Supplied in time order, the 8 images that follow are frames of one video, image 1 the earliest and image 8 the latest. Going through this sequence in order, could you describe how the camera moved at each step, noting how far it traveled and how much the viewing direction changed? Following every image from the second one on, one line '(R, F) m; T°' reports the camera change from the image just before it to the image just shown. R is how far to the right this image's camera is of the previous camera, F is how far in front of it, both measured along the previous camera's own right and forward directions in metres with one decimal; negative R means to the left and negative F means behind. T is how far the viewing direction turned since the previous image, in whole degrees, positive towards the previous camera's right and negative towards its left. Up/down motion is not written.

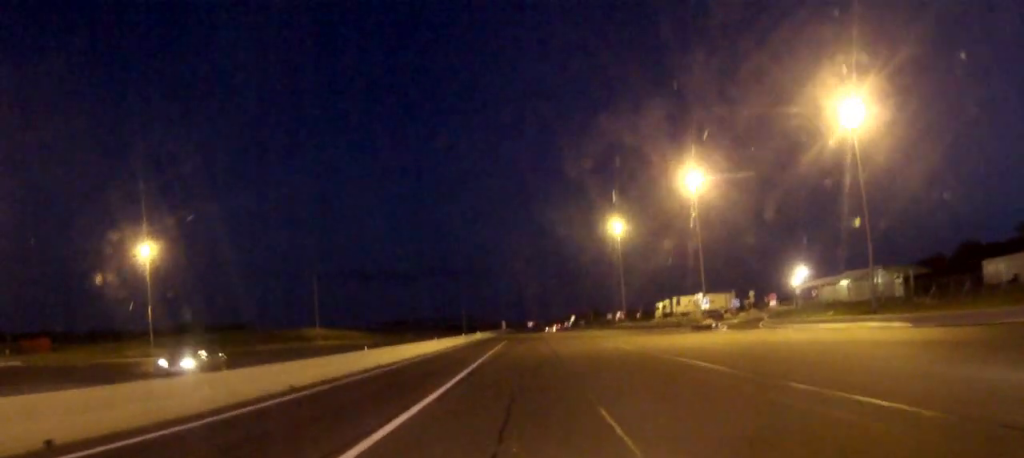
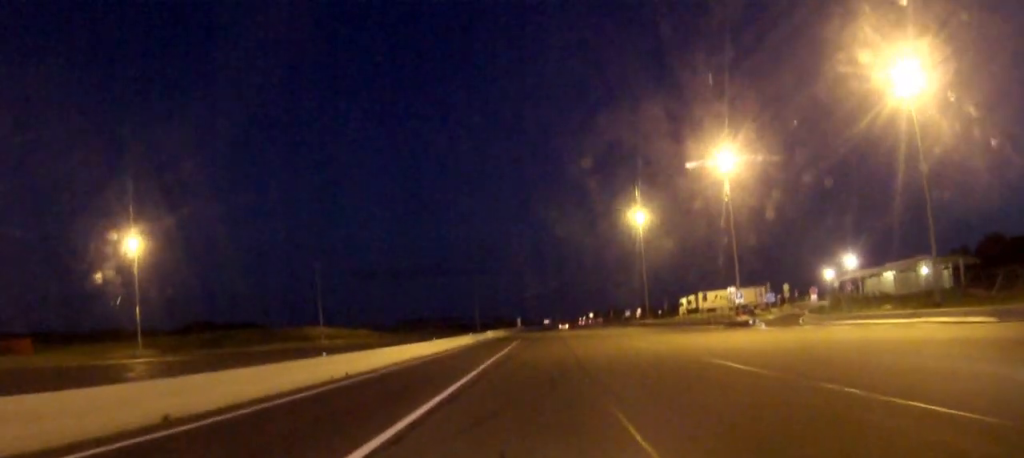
(0.0, +10.4) m; +1°
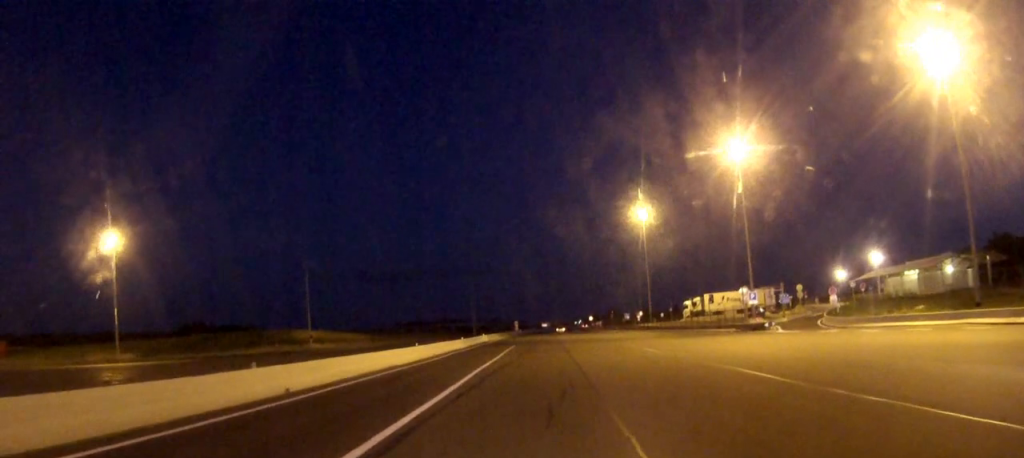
(+0.1, +7.2) m; 0°
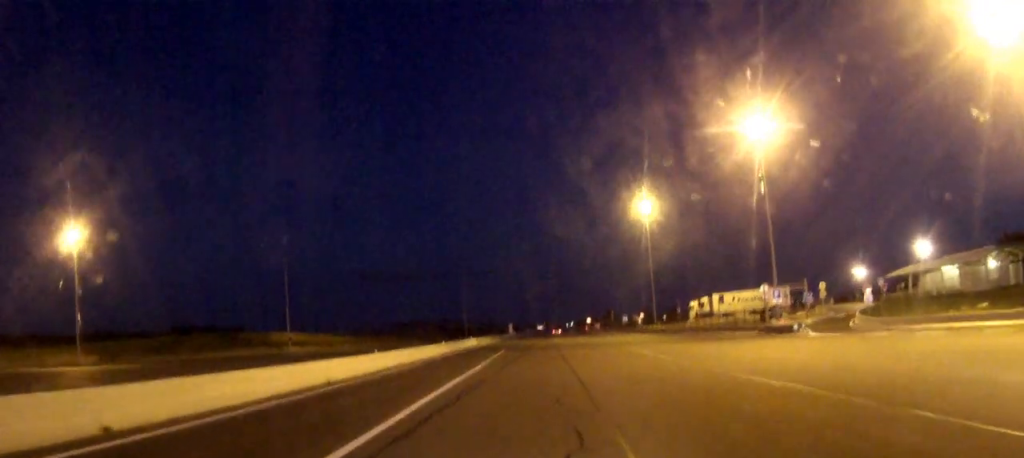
(0.0, +10.7) m; 0°
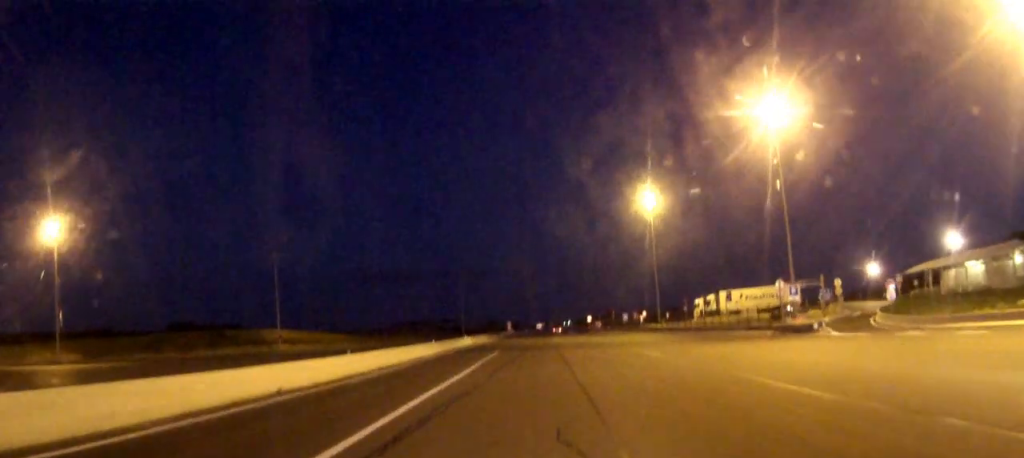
(0.0, +5.3) m; 0°
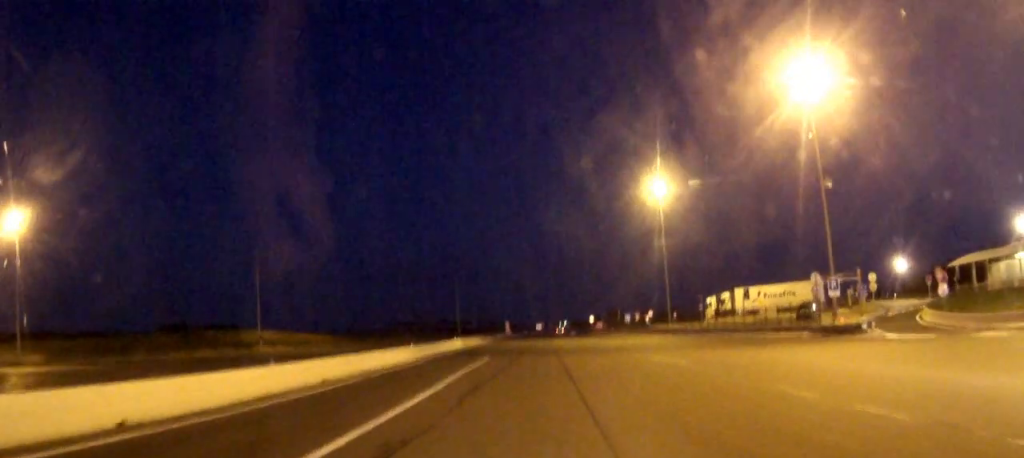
(-0.1, +9.8) m; 0°
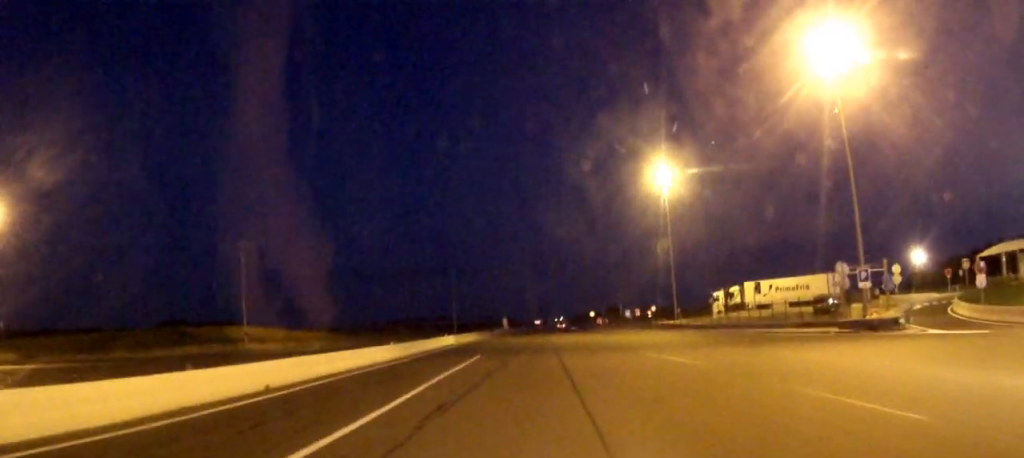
(0.0, +6.1) m; 0°
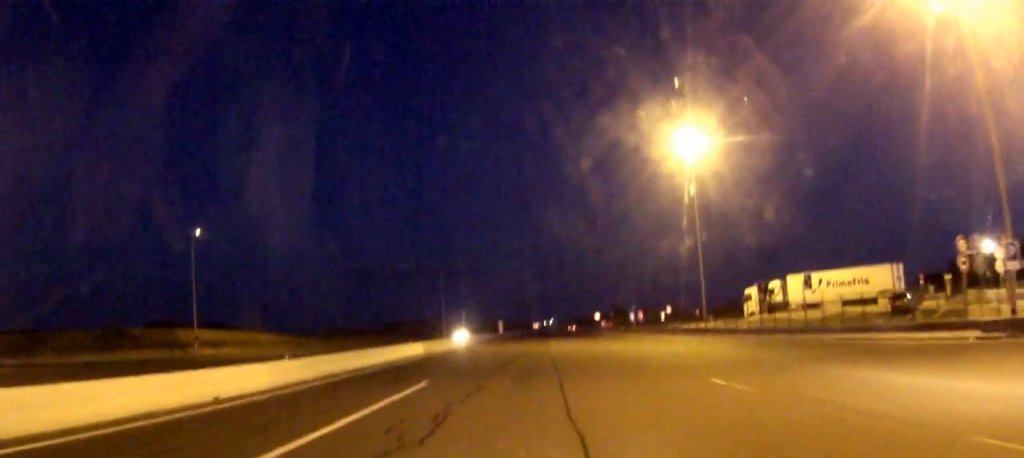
(+0.2, +20.2) m; +1°
